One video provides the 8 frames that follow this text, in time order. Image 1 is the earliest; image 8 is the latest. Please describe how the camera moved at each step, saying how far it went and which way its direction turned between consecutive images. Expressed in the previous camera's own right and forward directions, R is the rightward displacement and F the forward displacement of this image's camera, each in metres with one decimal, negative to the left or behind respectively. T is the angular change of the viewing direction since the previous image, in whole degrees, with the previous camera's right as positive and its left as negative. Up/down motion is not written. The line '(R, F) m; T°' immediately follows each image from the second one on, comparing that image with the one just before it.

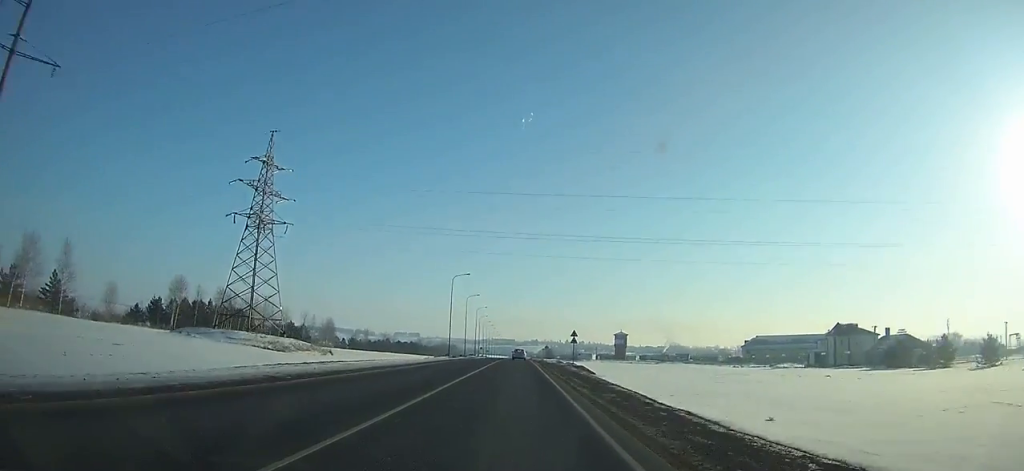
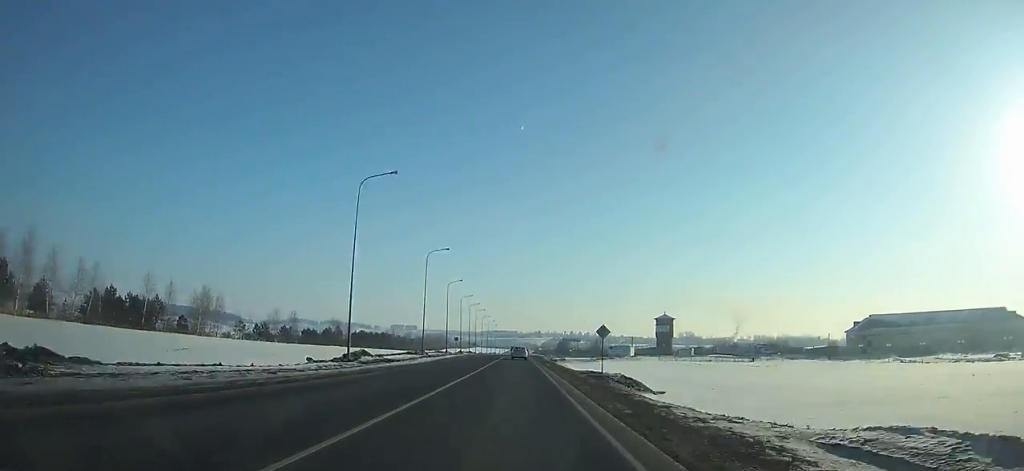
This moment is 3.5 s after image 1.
(-0.6, +74.8) m; 0°
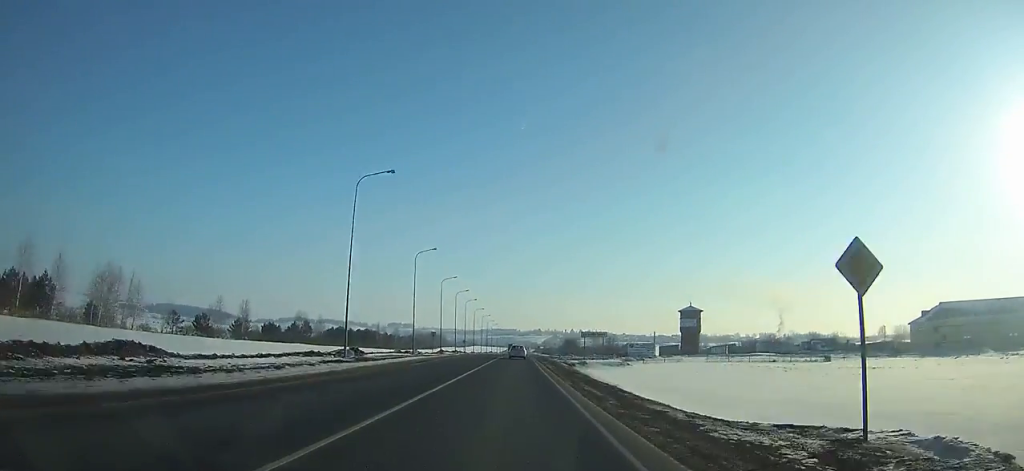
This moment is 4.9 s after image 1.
(-0.1, +28.8) m; 0°
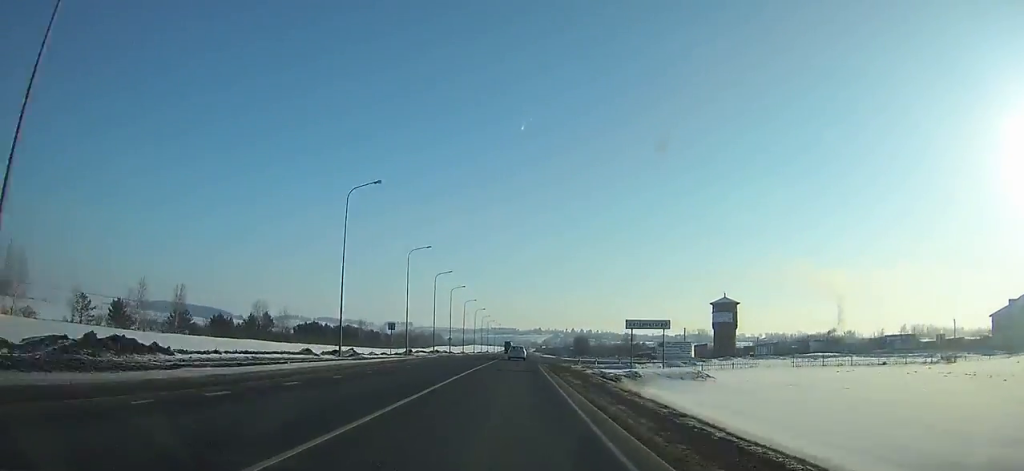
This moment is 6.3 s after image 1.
(+0.1, +27.0) m; 0°
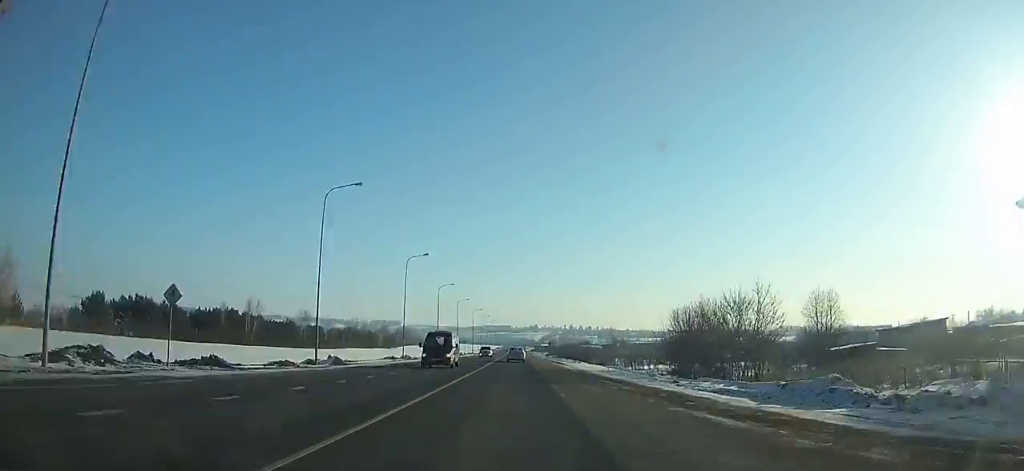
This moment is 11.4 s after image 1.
(-0.2, +95.1) m; -1°
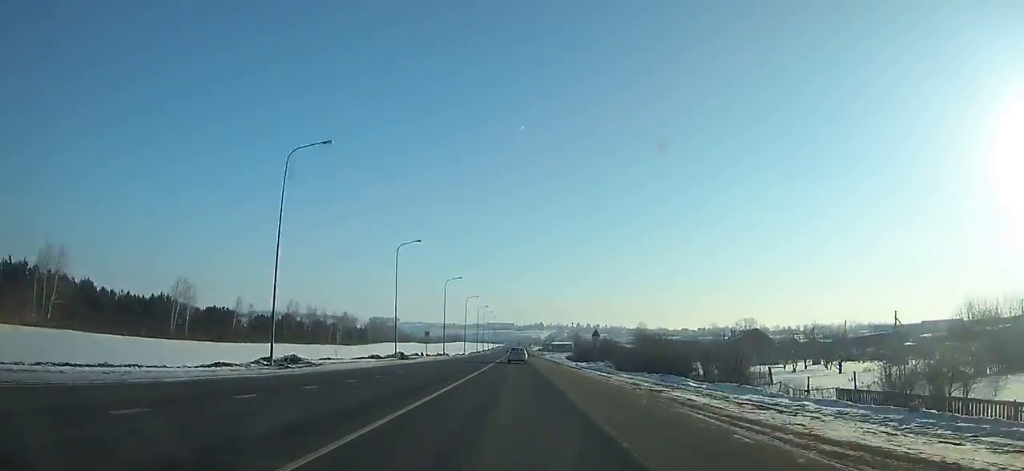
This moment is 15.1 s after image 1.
(-0.1, +67.1) m; 0°
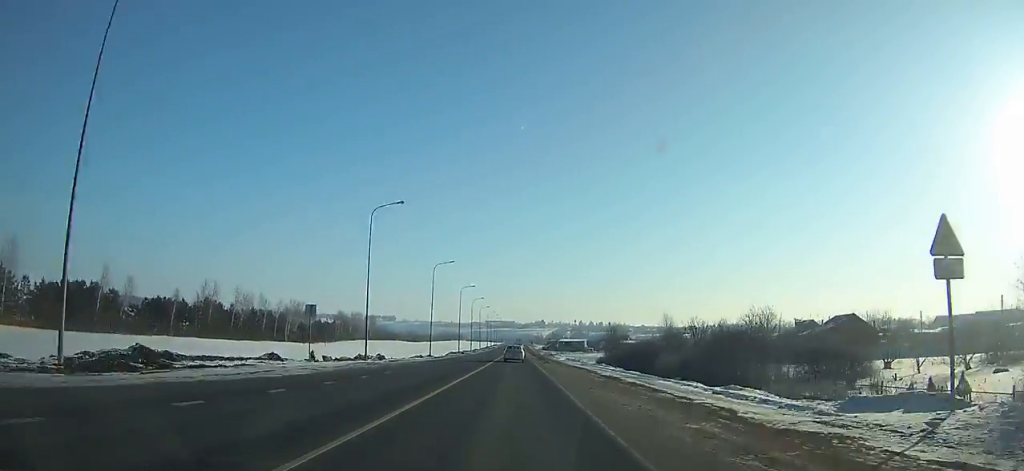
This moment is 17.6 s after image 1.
(+0.1, +45.3) m; 0°
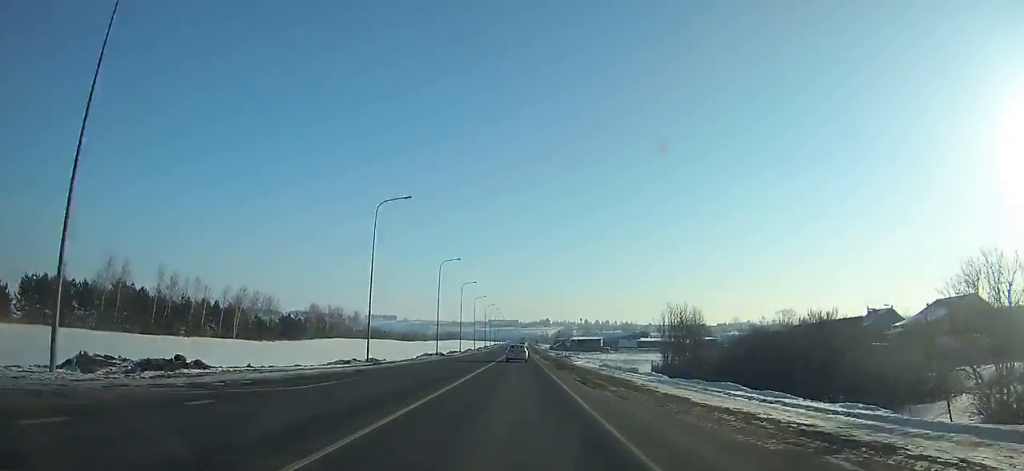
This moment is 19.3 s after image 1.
(+0.1, +30.7) m; 0°
